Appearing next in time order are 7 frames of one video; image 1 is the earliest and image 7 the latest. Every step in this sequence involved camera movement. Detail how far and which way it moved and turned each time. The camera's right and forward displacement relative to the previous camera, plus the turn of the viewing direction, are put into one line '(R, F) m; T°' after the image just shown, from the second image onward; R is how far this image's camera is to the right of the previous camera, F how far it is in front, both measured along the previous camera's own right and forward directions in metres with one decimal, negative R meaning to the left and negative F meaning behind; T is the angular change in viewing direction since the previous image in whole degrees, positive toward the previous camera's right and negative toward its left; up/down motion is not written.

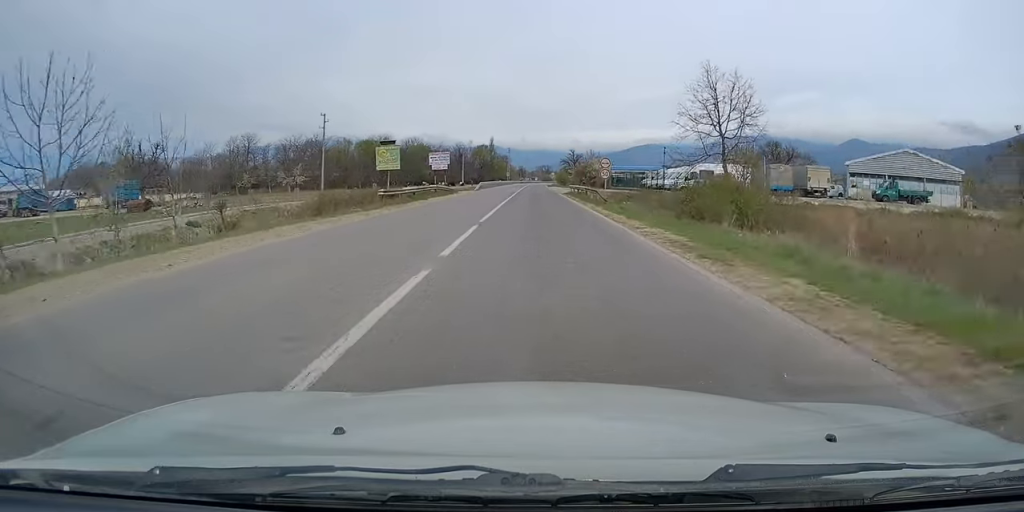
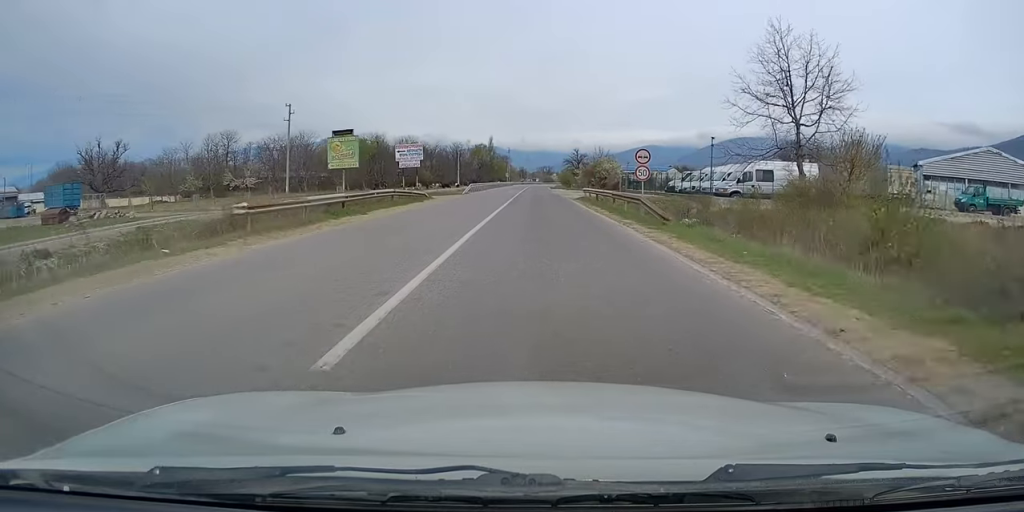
(0.0, +13.3) m; 0°
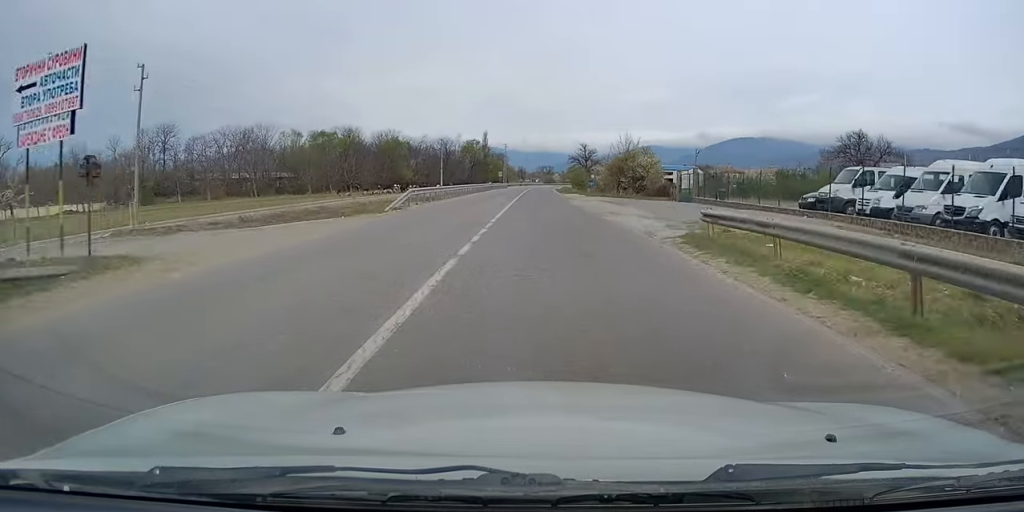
(-0.2, +30.6) m; 0°
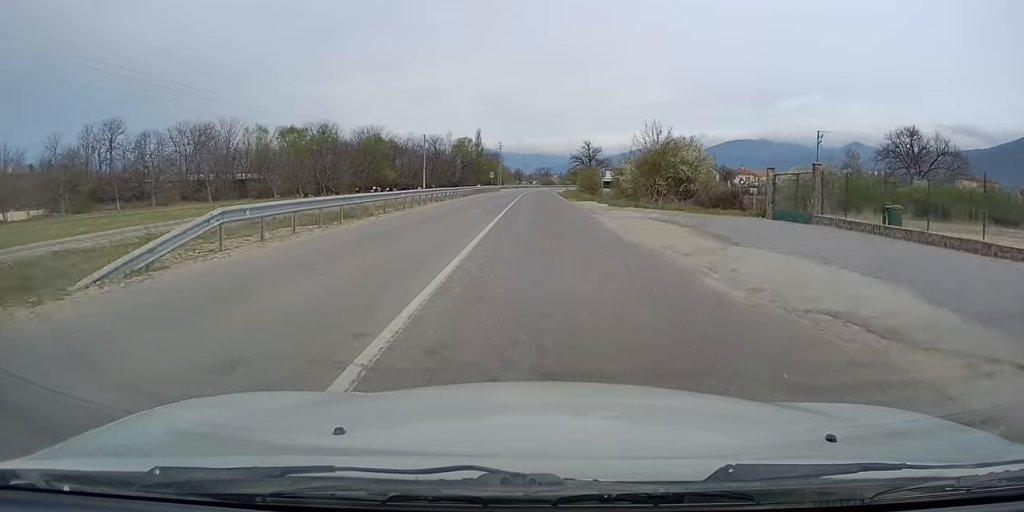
(+0.1, +19.2) m; +1°
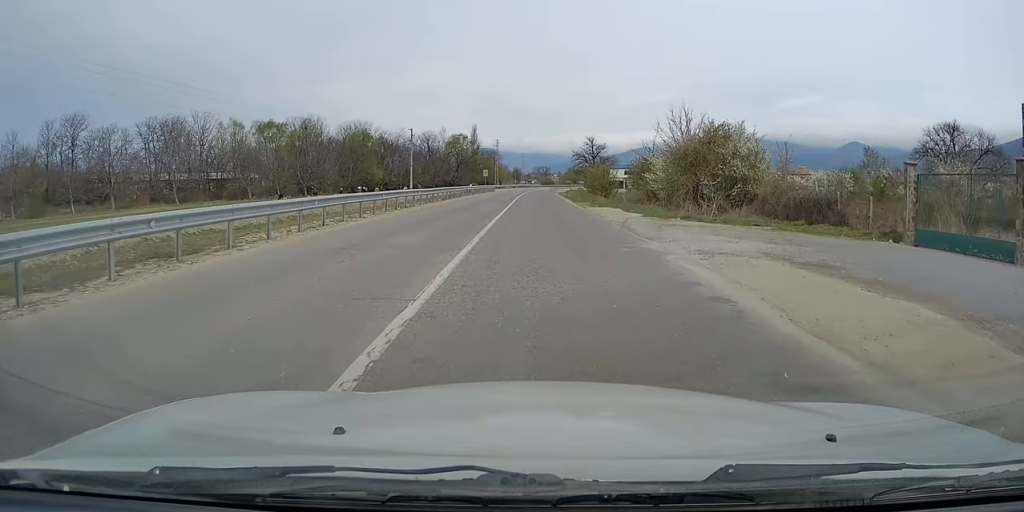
(+0.1, +11.6) m; 0°
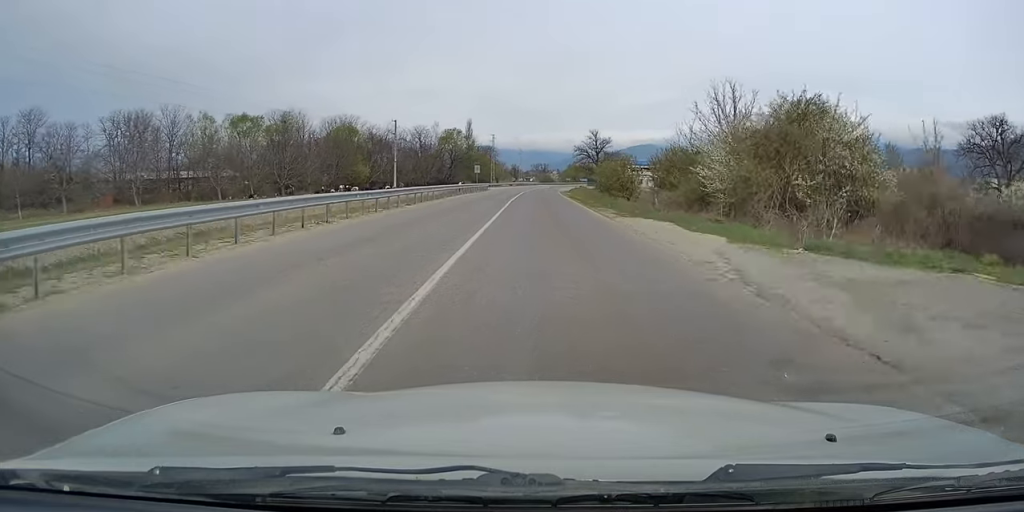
(-0.1, +11.6) m; 0°
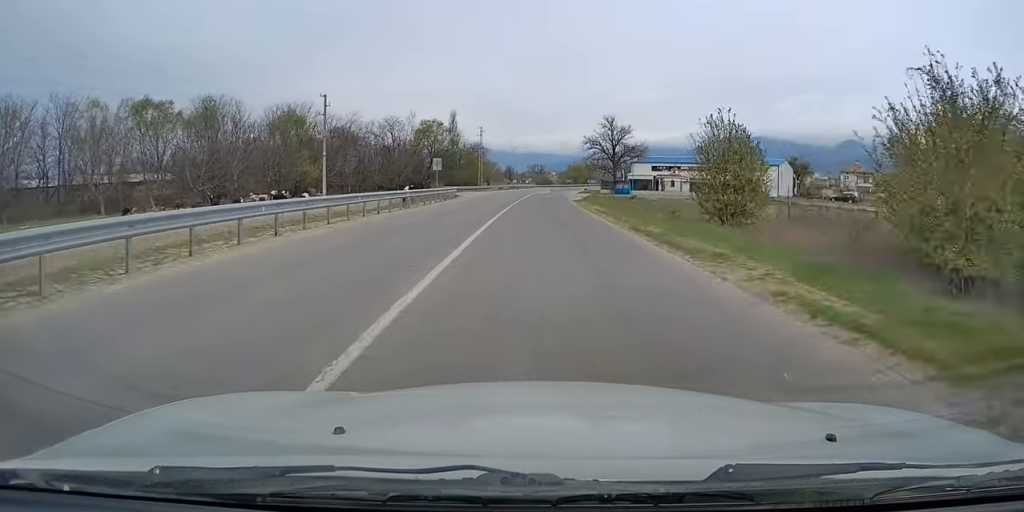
(0.0, +31.9) m; 0°
